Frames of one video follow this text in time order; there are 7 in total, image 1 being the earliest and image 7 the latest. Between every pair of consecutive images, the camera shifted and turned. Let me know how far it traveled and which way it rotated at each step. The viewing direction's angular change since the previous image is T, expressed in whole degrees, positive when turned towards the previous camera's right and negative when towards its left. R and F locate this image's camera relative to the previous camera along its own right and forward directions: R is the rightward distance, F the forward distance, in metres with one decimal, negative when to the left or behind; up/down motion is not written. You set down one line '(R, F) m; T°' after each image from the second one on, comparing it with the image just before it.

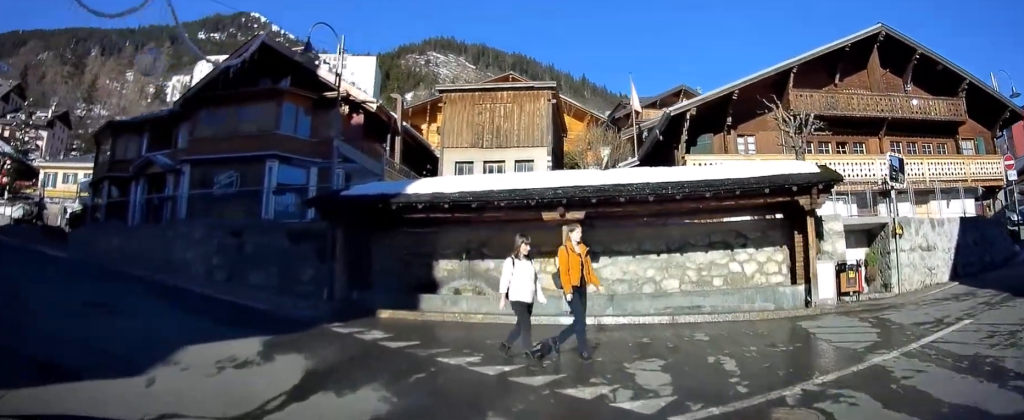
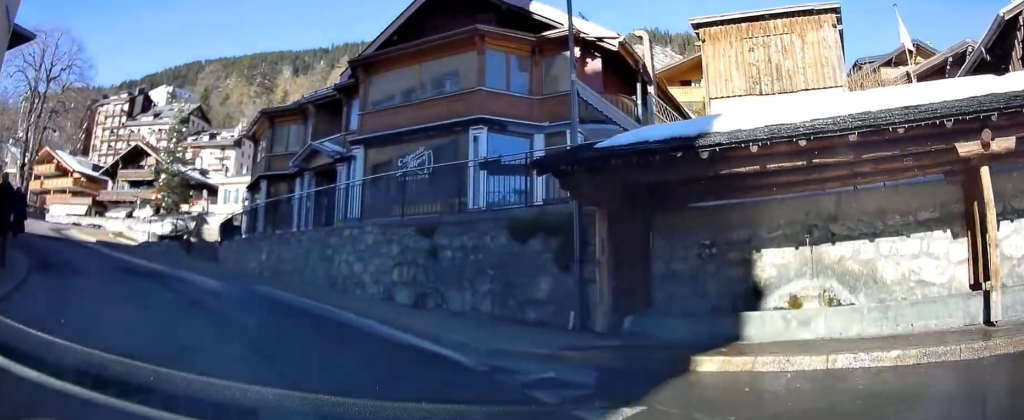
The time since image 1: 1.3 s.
(-0.8, +6.3) m; -12°
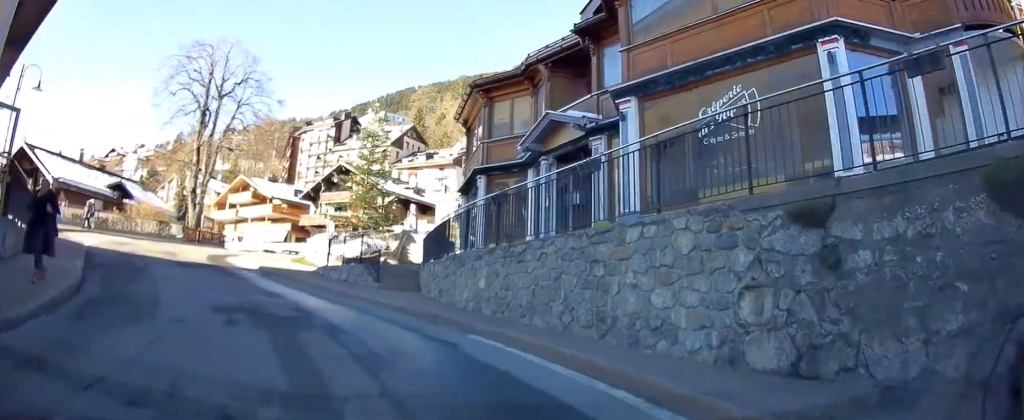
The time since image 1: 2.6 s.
(-0.3, +6.7) m; -6°
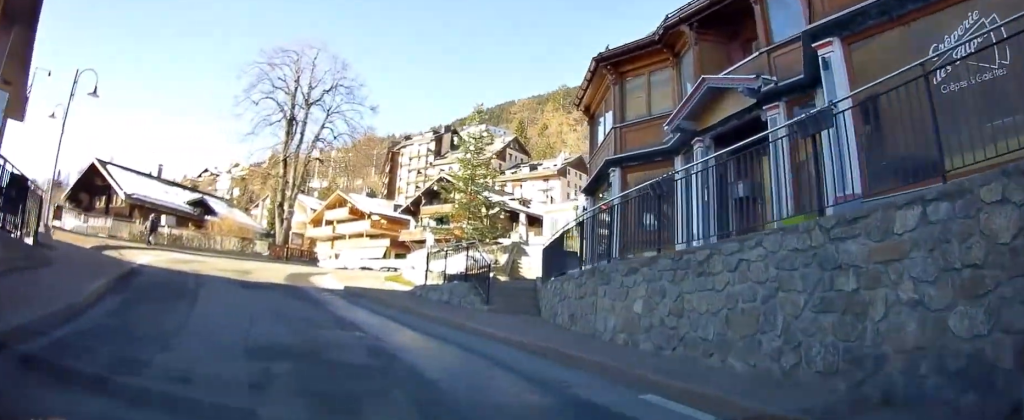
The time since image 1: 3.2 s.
(-0.1, +3.4) m; -17°
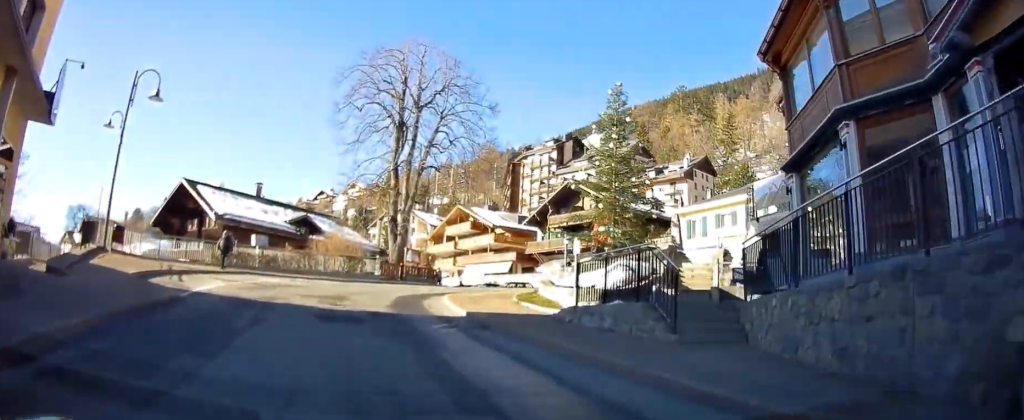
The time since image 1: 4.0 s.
(-1.0, +3.9) m; -21°
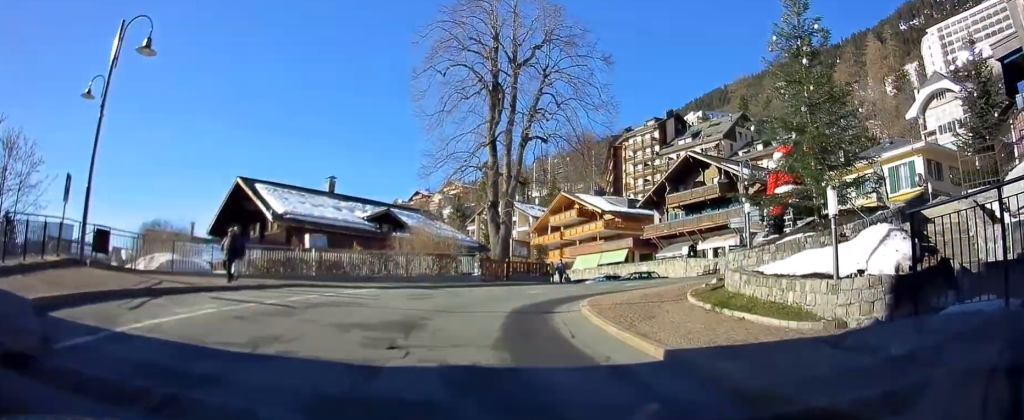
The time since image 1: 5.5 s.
(-1.8, +7.7) m; -13°
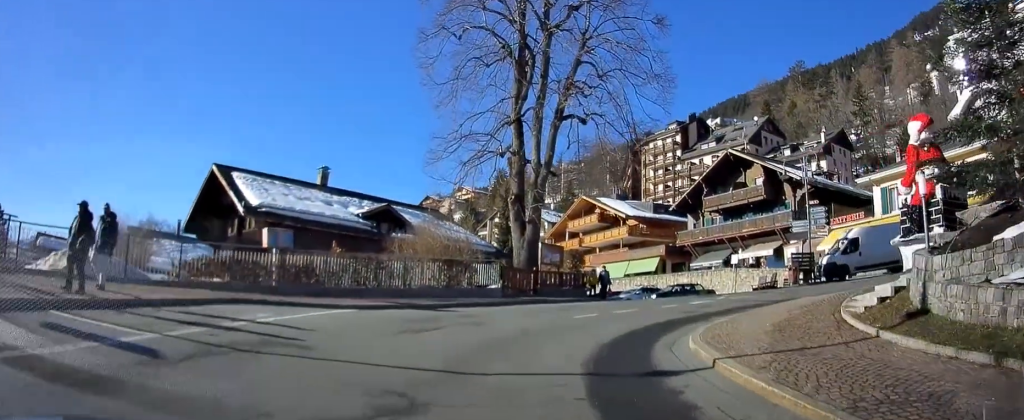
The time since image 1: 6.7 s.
(+0.1, +6.7) m; +6°
